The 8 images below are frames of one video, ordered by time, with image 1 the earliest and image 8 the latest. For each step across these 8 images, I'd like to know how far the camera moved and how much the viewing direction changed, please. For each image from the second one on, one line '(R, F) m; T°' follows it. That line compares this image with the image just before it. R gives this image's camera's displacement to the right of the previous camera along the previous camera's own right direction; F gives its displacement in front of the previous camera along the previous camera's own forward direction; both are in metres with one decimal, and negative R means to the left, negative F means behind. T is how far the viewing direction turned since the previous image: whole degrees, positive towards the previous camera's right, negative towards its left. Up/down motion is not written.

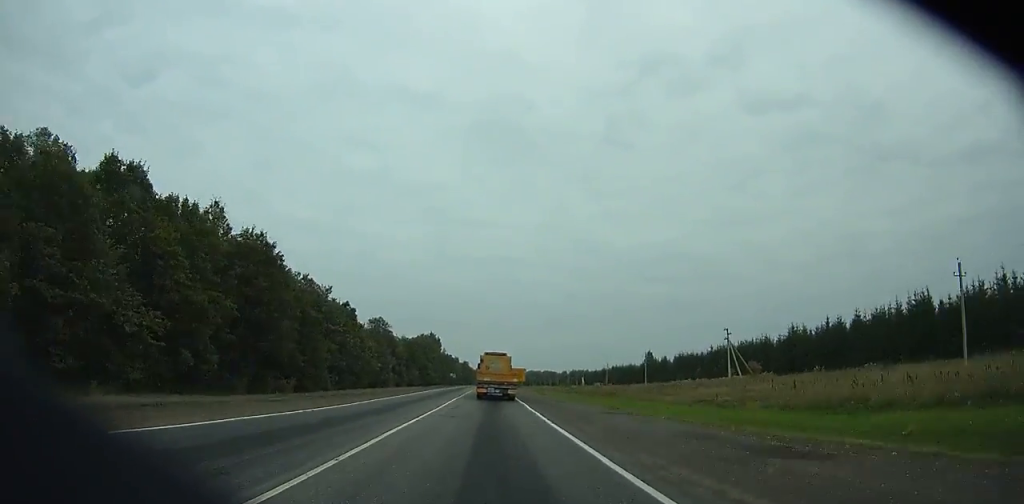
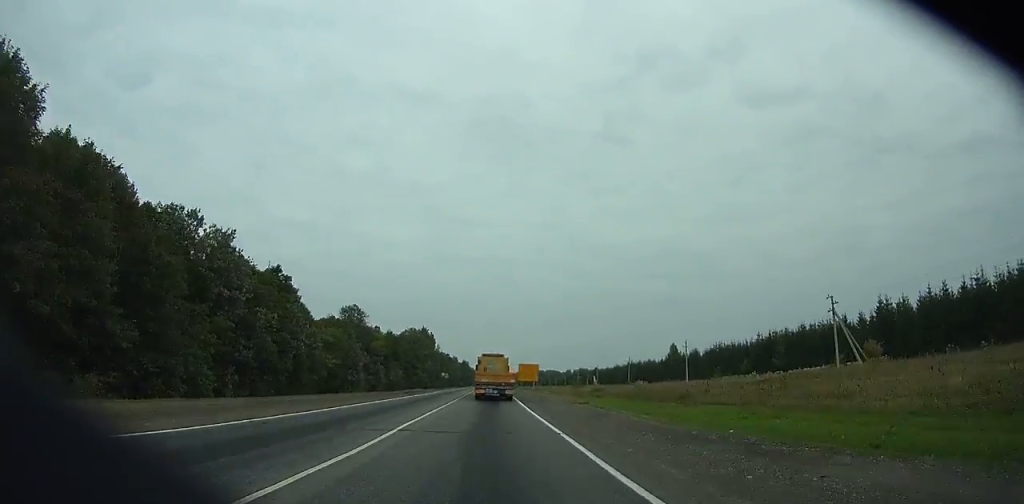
(+0.2, +30.9) m; 0°
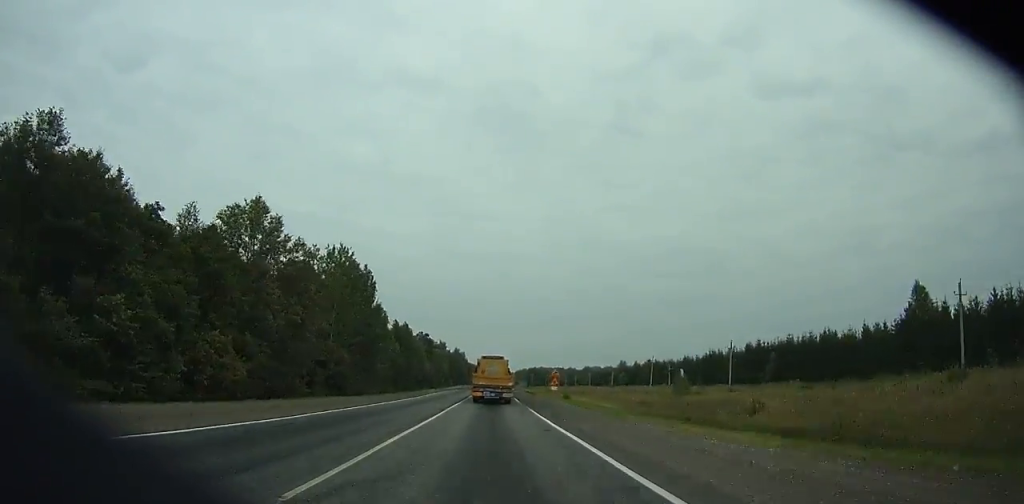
(-1.9, +126.0) m; -1°
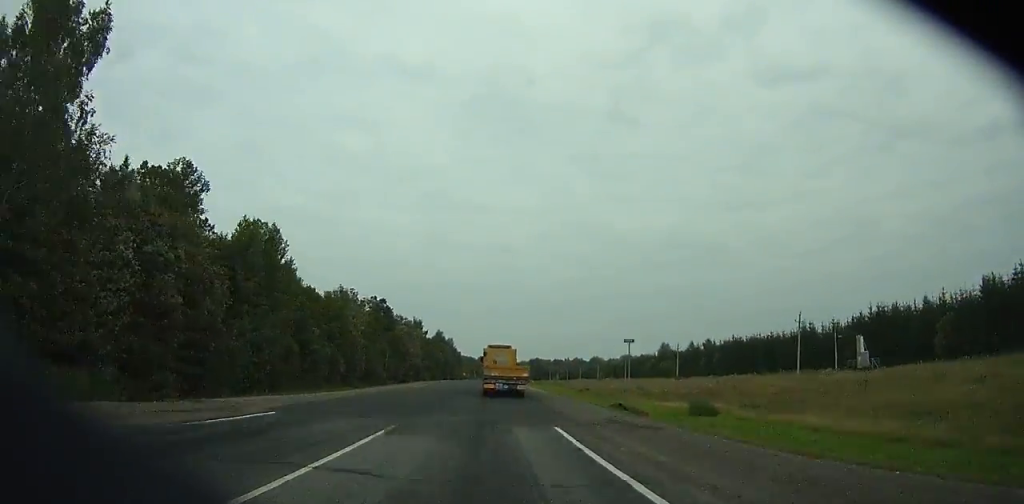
(+0.3, +78.8) m; 0°
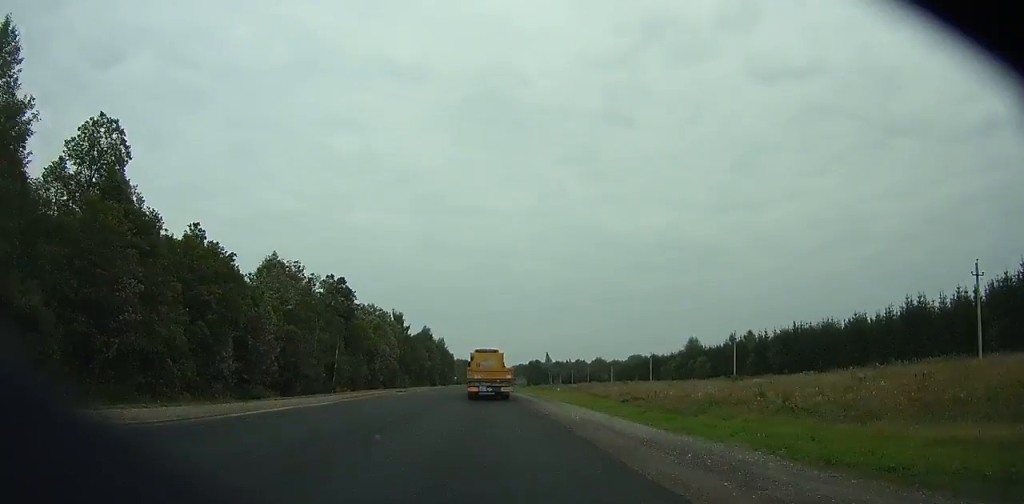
(+0.1, +36.3) m; 0°
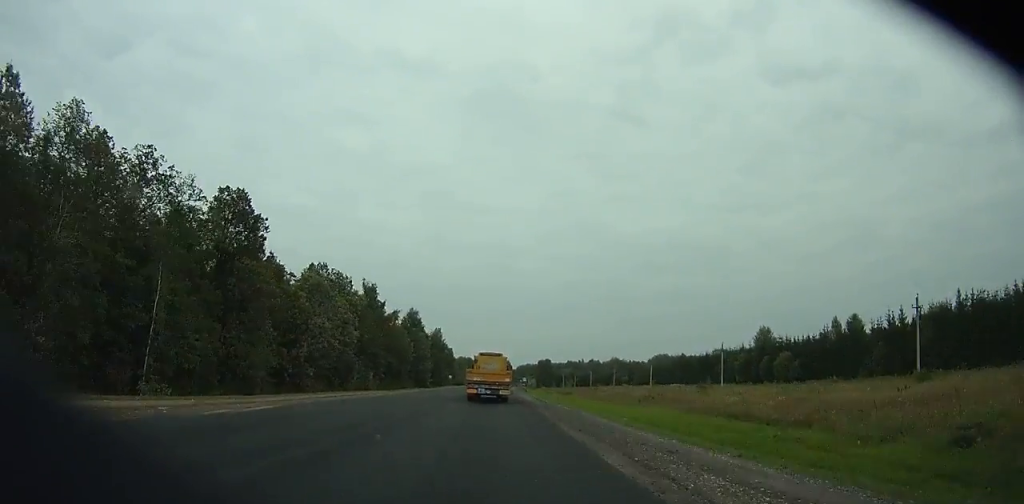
(+0.1, +47.2) m; 0°
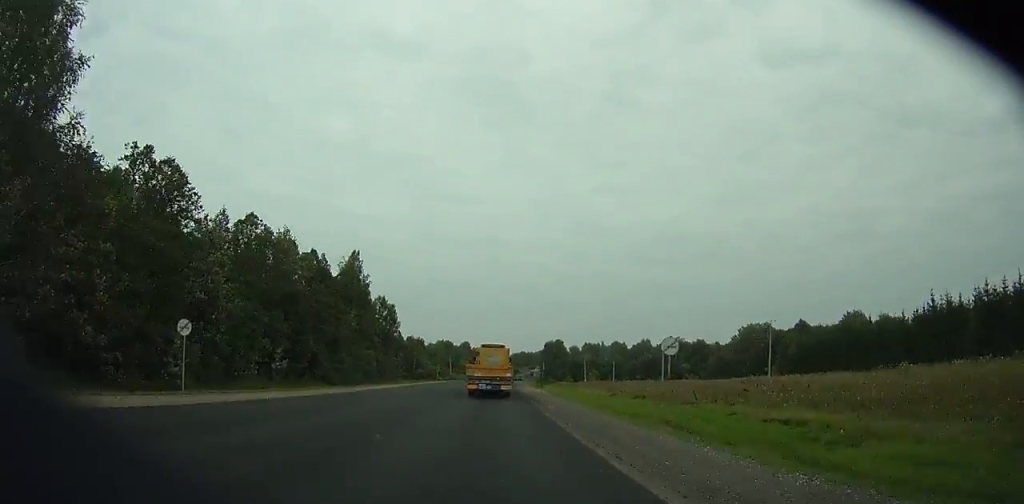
(+1.2, +133.0) m; +1°
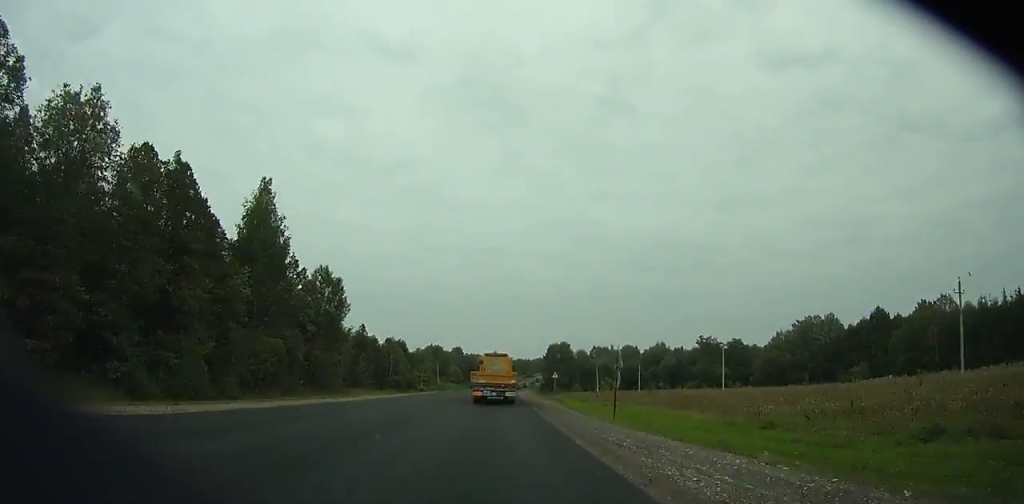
(+0.1, +42.2) m; 0°
